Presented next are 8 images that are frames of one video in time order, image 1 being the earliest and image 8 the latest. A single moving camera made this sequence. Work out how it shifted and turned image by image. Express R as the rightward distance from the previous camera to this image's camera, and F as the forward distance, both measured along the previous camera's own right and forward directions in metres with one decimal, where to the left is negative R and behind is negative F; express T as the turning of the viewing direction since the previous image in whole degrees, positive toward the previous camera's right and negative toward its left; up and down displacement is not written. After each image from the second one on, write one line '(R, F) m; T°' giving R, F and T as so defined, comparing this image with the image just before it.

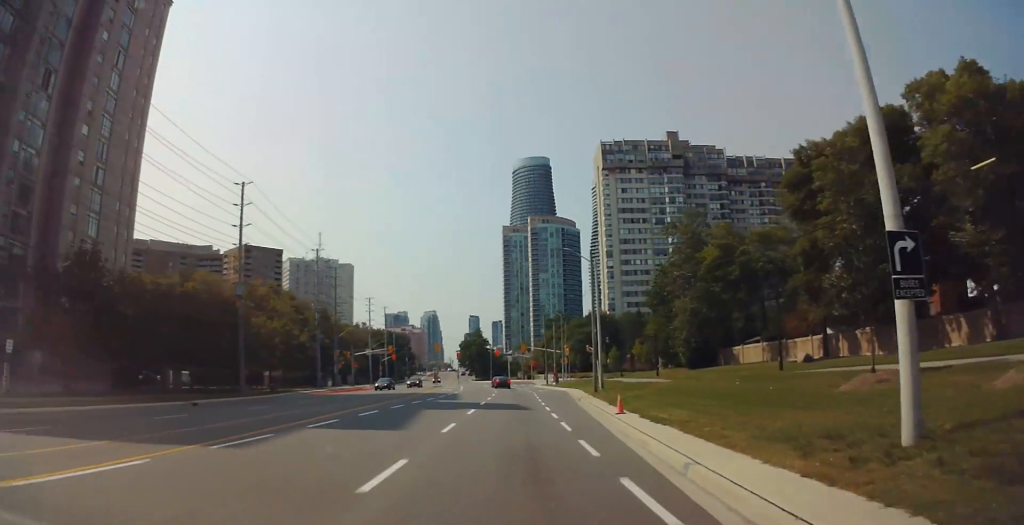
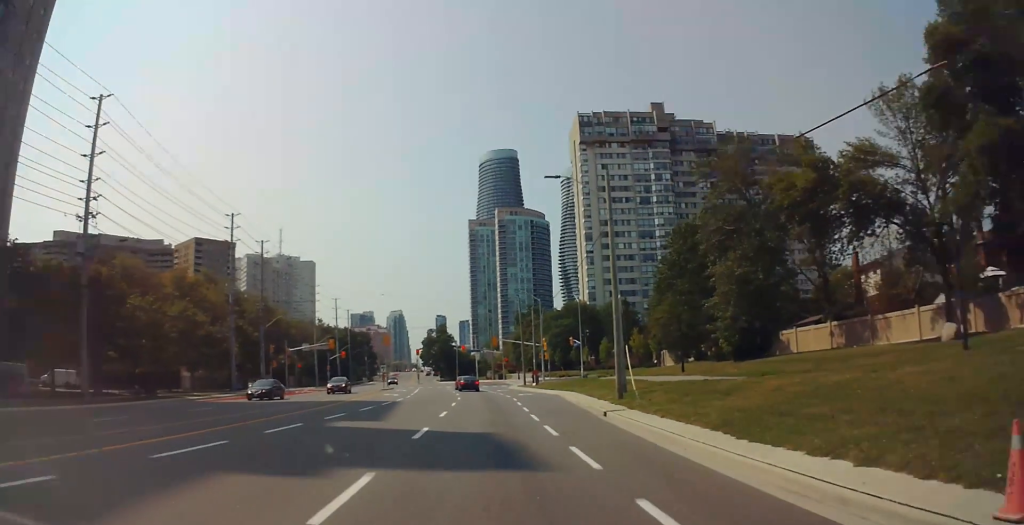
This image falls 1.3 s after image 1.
(0.0, +20.8) m; +1°
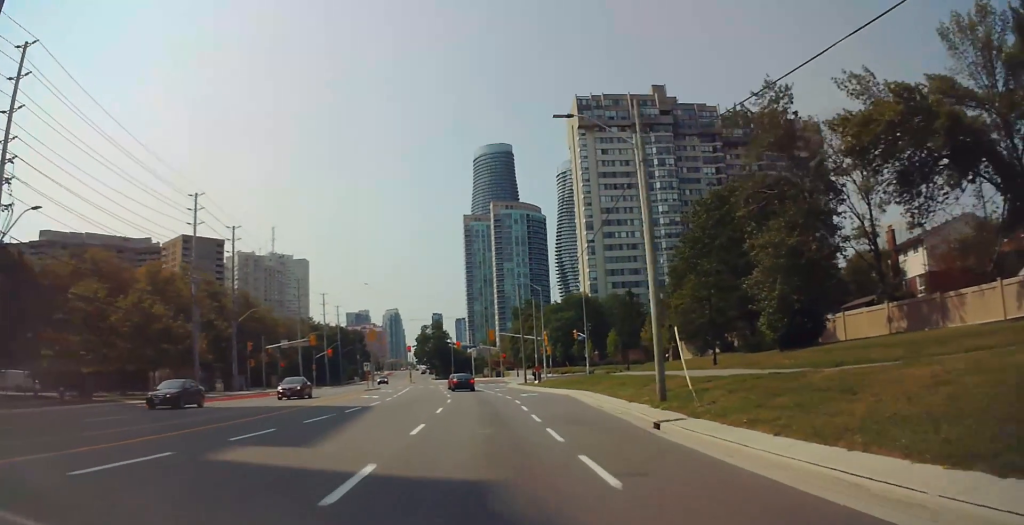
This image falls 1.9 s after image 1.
(0.0, +8.6) m; 0°
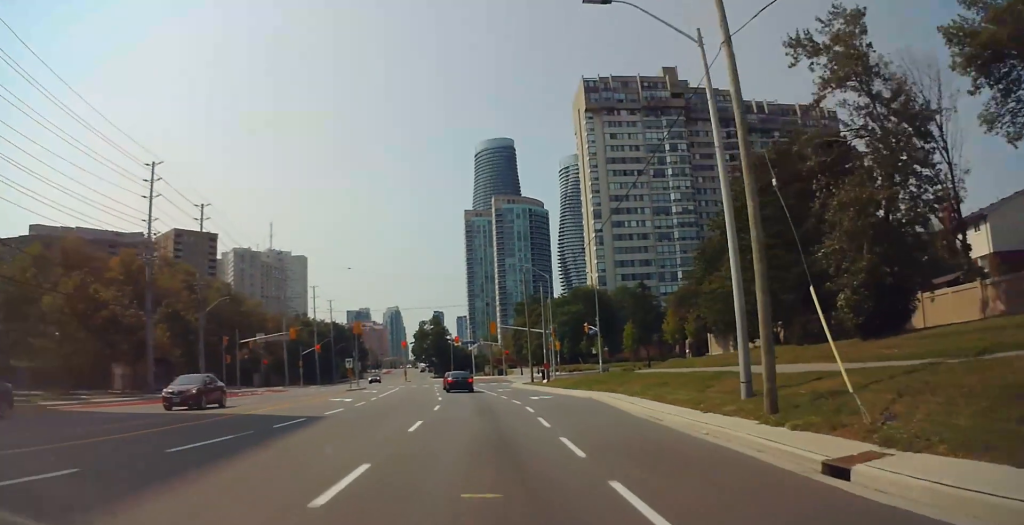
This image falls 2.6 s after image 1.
(0.0, +10.0) m; 0°
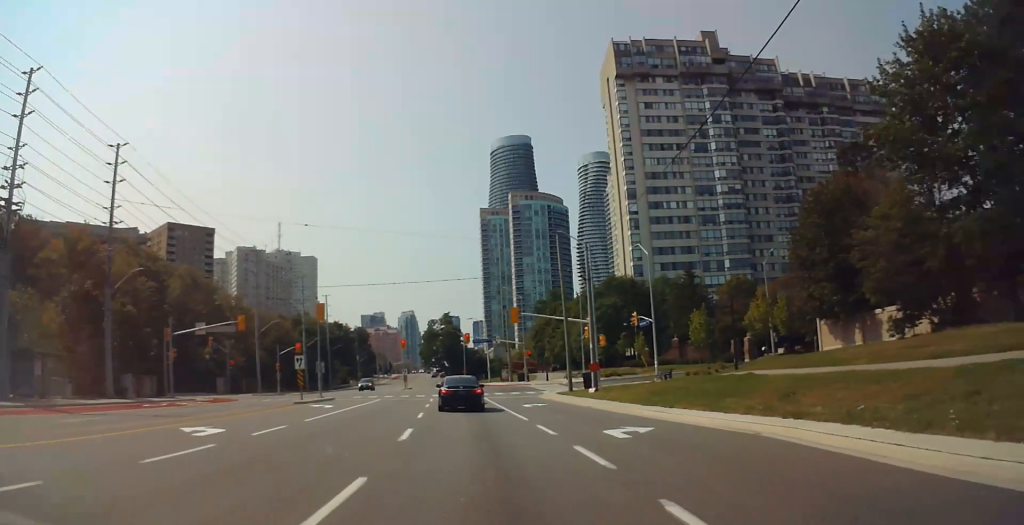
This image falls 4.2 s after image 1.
(-0.4, +23.9) m; -1°
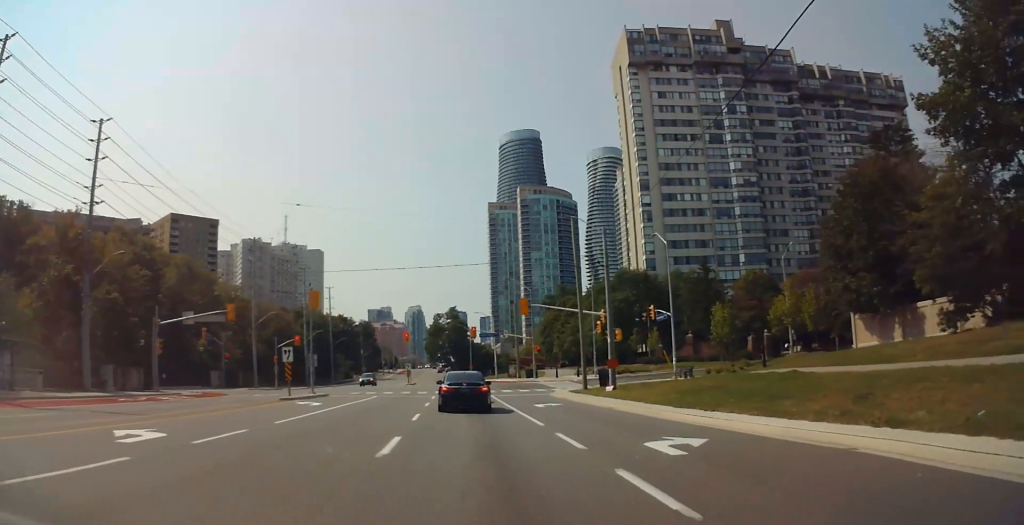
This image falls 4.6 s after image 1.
(0.0, +5.3) m; 0°
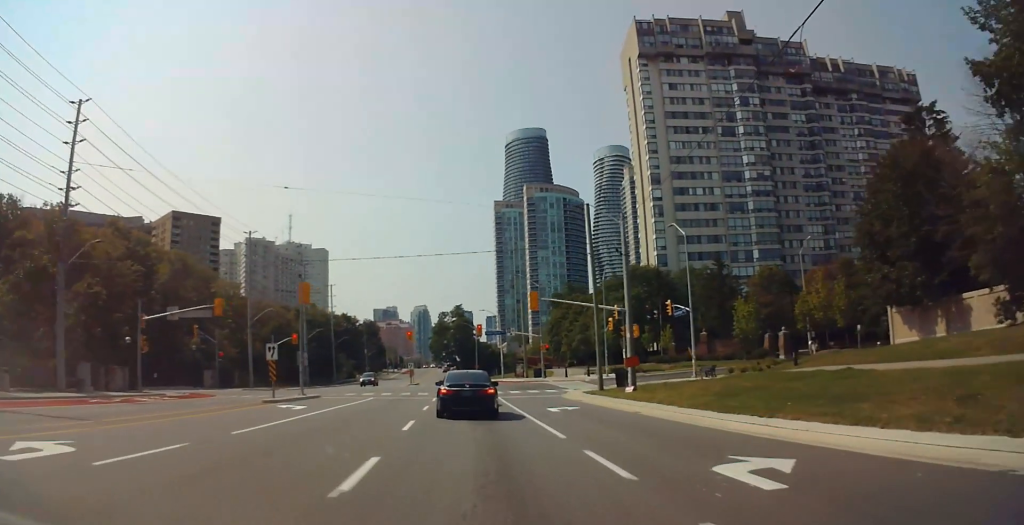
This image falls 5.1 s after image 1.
(+0.1, +5.6) m; 0°
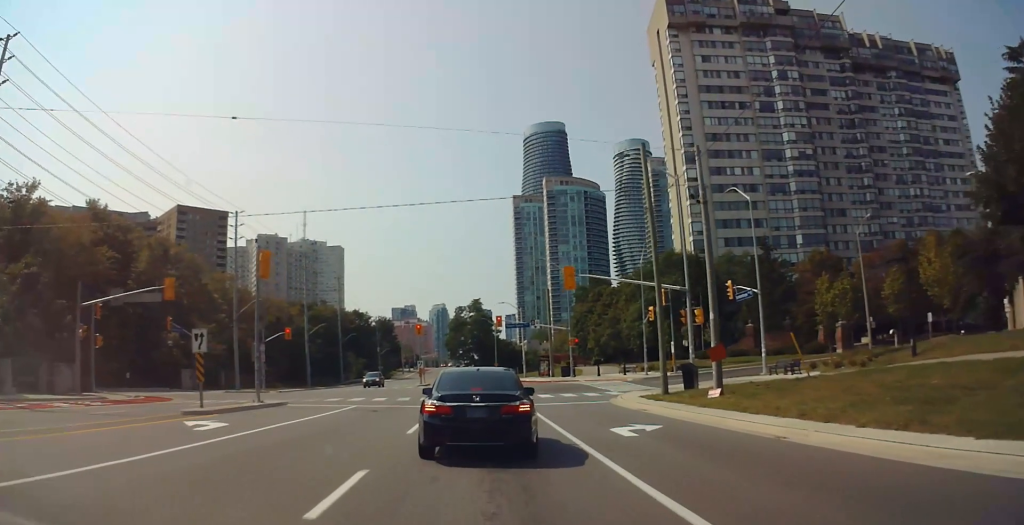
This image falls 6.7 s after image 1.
(0.0, +17.8) m; +1°
